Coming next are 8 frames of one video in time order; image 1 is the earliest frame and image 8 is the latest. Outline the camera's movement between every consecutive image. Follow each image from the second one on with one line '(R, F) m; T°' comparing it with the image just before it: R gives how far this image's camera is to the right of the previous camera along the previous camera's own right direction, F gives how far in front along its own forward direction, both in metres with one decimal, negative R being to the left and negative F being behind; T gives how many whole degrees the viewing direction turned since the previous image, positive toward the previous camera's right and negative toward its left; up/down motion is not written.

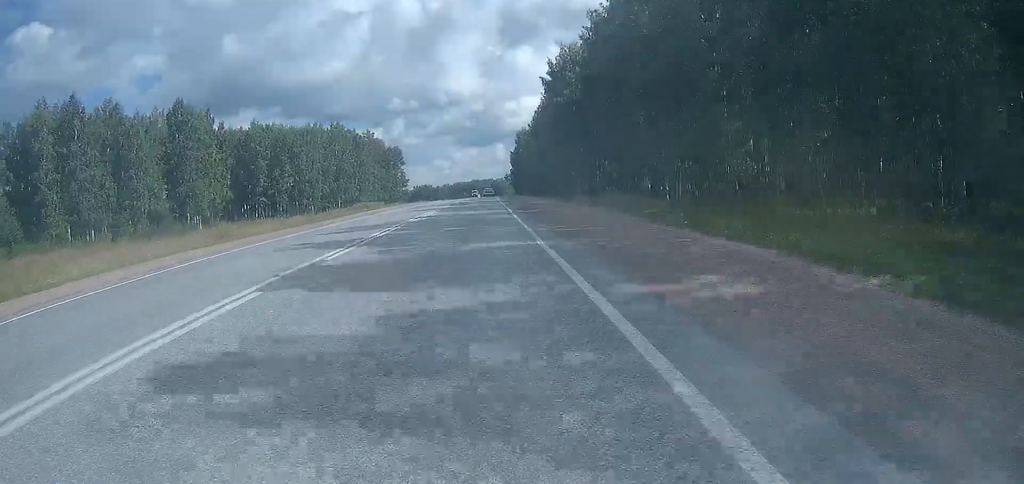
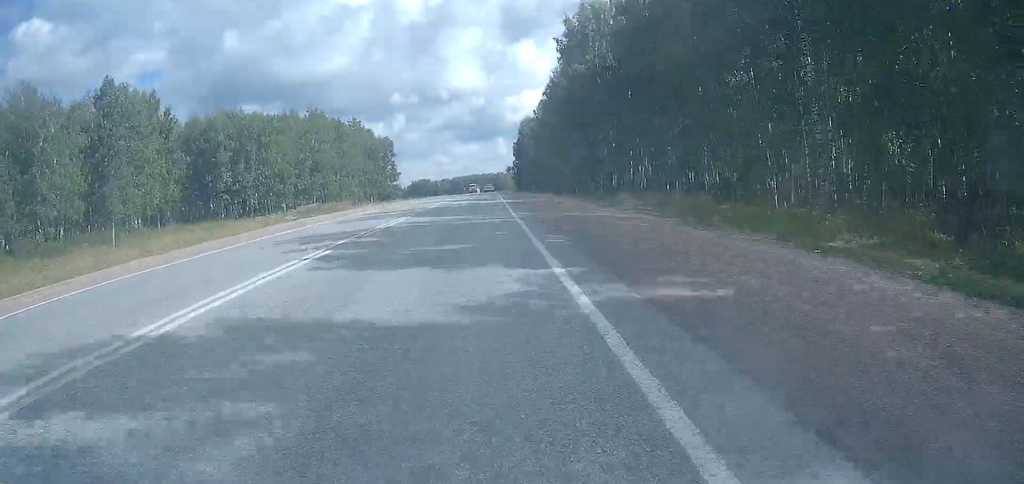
(-0.1, +19.3) m; -1°
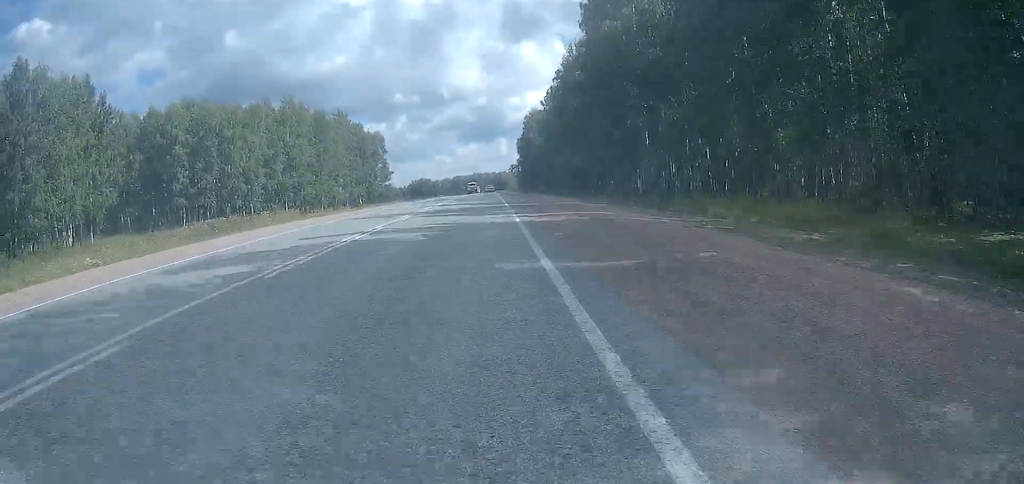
(-0.1, +17.3) m; 0°
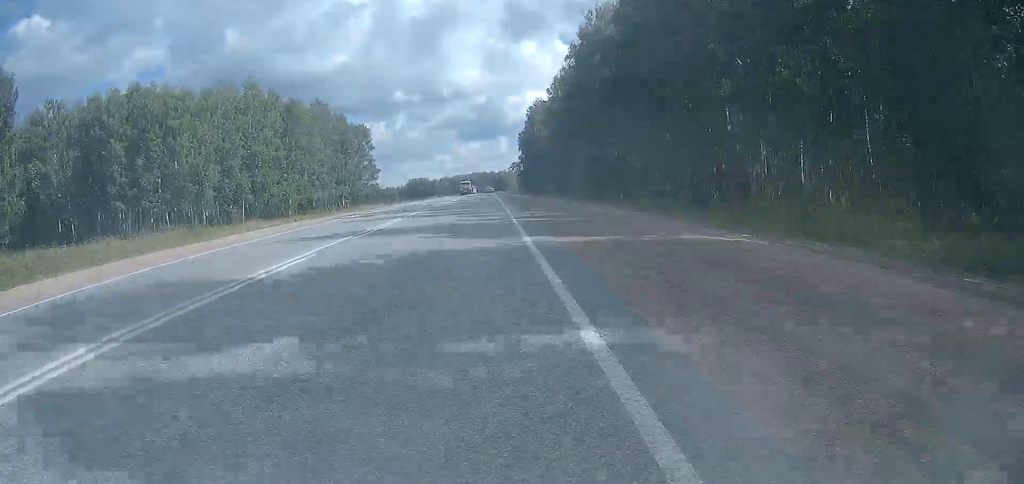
(0.0, +17.3) m; 0°
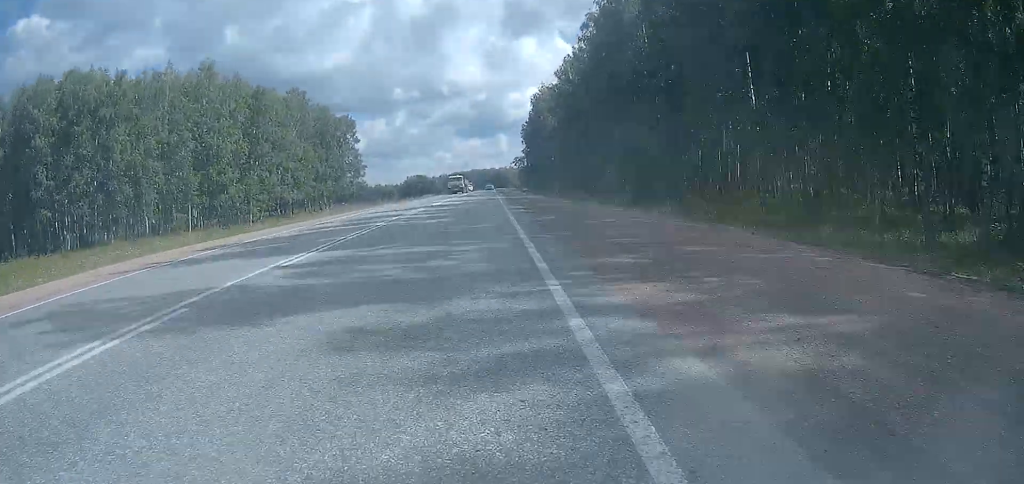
(0.0, +15.6) m; +1°
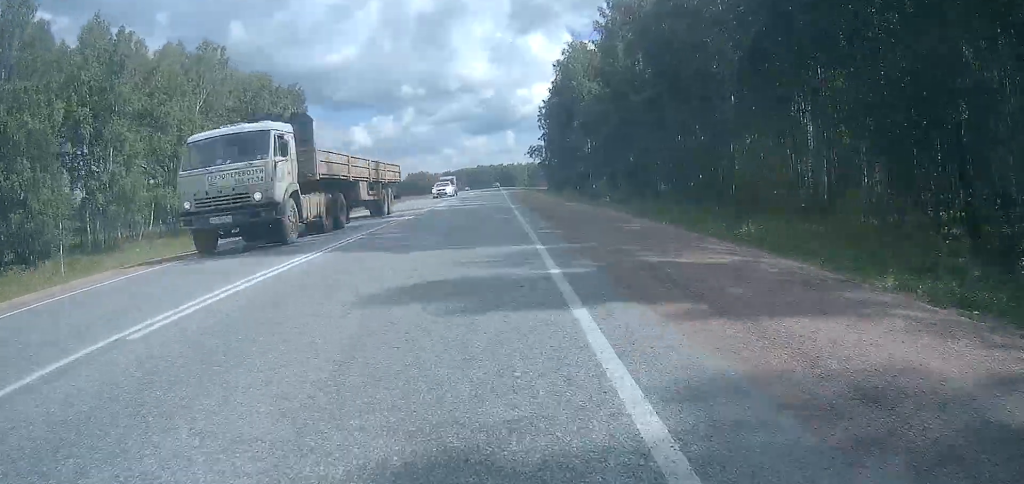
(0.0, +40.3) m; -2°
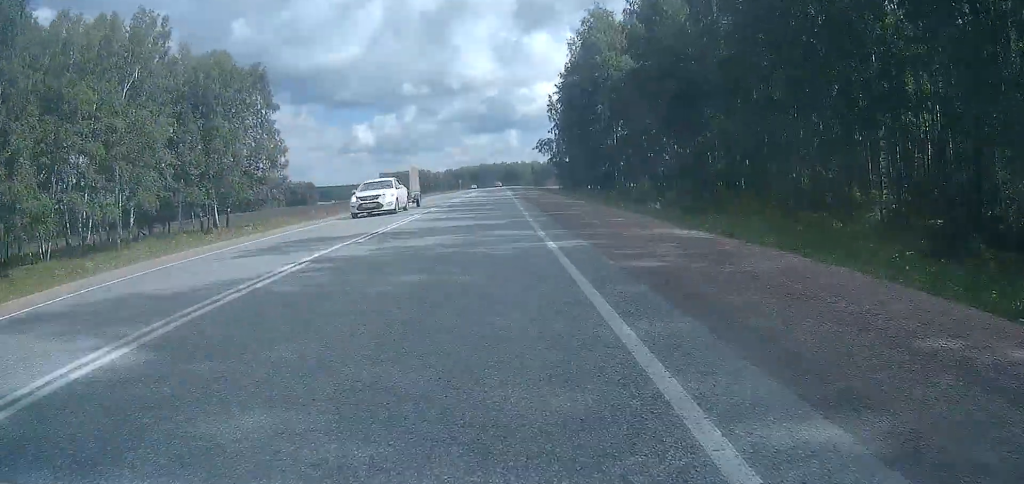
(-0.3, +15.5) m; -1°
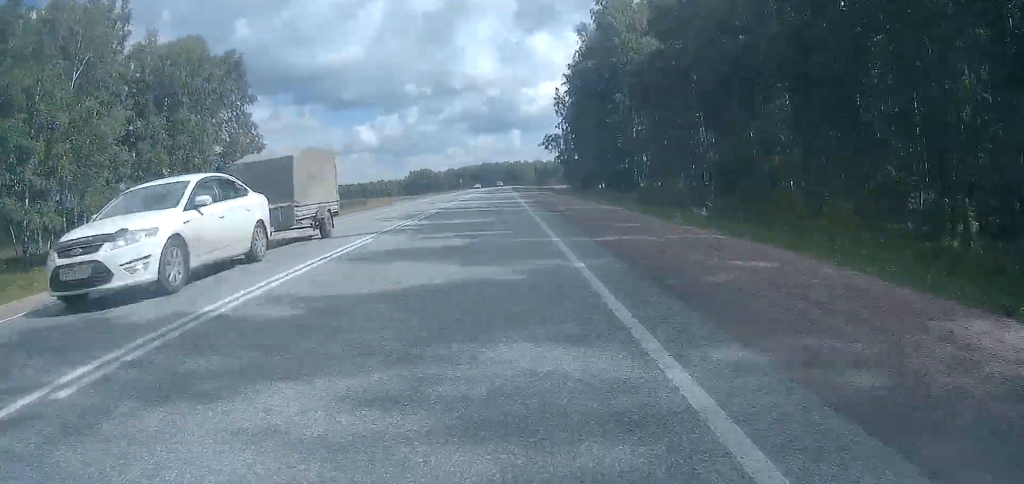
(0.0, +8.1) m; 0°
